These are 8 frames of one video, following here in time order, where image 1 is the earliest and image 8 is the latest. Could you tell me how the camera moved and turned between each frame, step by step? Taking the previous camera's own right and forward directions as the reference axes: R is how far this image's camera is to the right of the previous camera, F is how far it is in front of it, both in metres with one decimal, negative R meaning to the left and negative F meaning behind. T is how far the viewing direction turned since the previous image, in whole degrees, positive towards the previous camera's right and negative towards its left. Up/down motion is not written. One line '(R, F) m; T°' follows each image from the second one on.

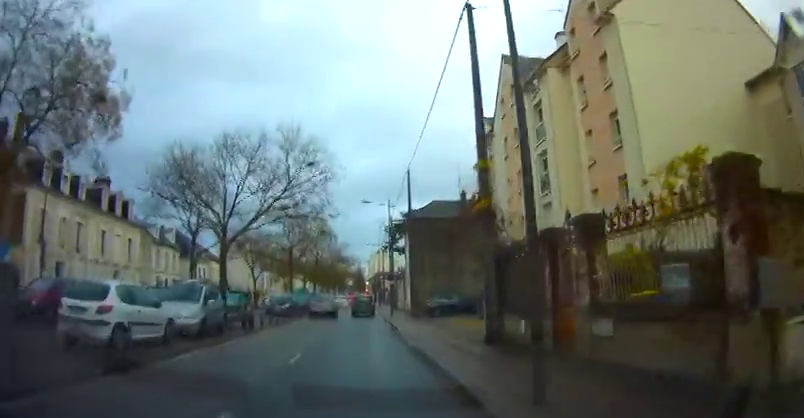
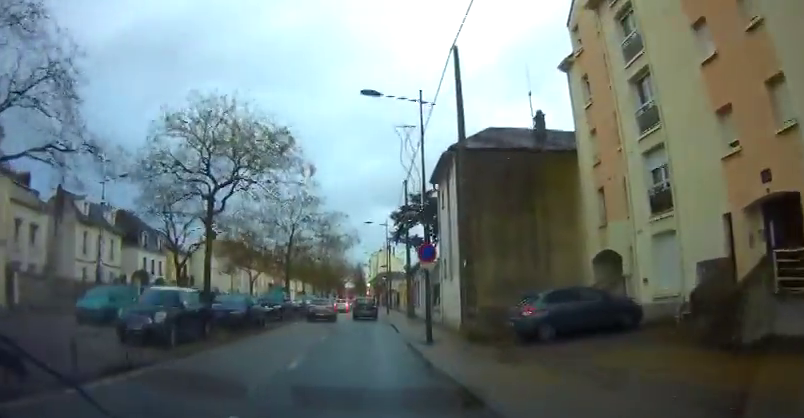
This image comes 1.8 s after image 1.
(-0.2, +19.8) m; -2°
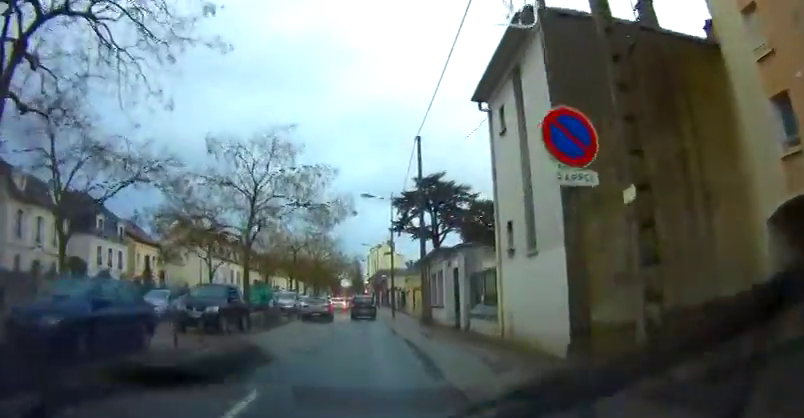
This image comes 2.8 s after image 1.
(0.0, +11.5) m; +1°
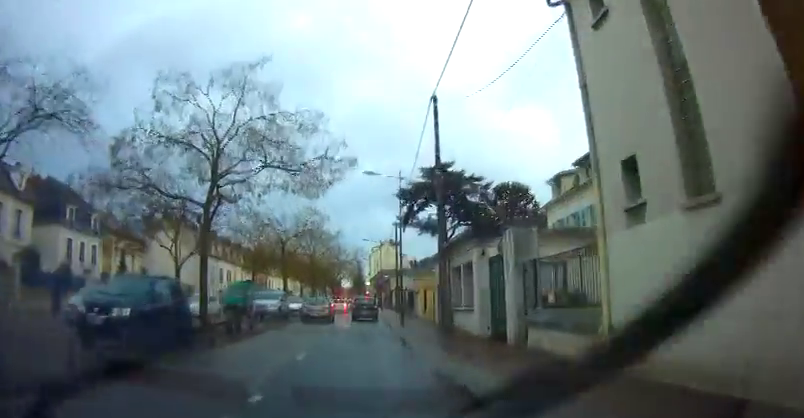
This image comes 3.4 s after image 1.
(+0.1, +6.6) m; +1°
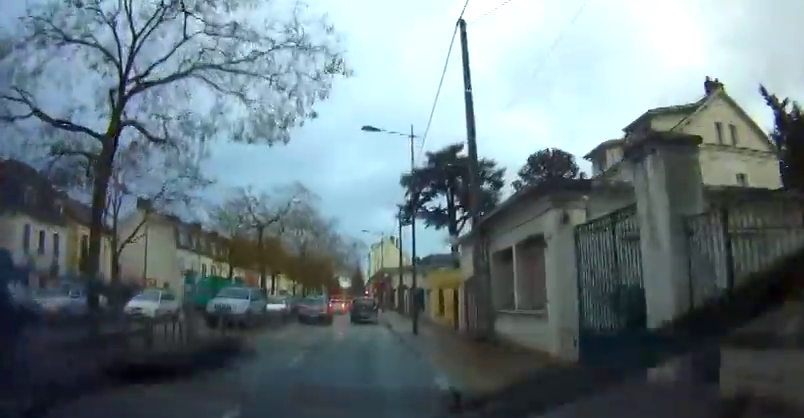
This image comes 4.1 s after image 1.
(+0.1, +7.4) m; -1°
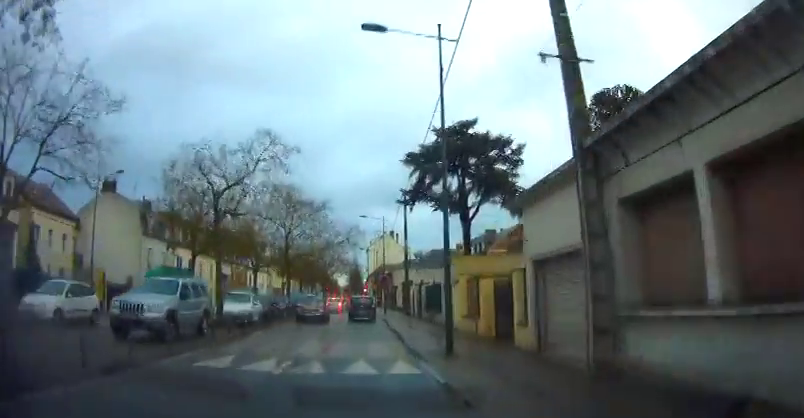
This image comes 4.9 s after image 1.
(-0.1, +8.2) m; -1°
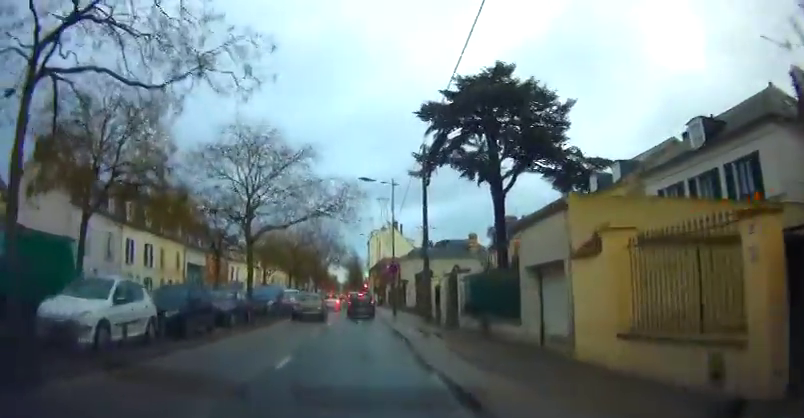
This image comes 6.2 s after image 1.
(-0.1, +12.9) m; 0°
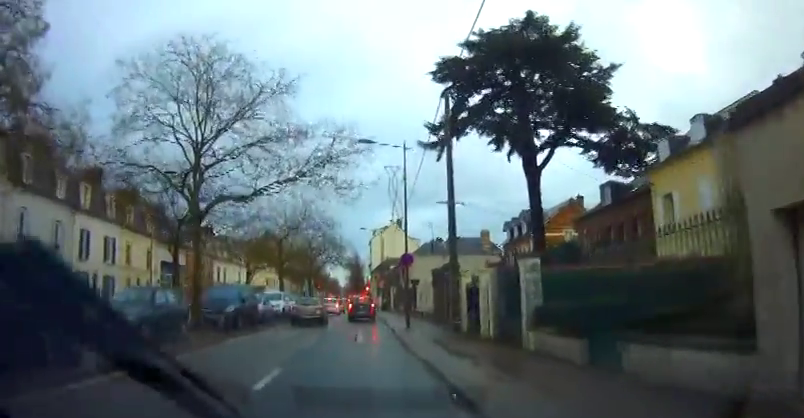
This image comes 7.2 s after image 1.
(+0.1, +8.3) m; -1°
